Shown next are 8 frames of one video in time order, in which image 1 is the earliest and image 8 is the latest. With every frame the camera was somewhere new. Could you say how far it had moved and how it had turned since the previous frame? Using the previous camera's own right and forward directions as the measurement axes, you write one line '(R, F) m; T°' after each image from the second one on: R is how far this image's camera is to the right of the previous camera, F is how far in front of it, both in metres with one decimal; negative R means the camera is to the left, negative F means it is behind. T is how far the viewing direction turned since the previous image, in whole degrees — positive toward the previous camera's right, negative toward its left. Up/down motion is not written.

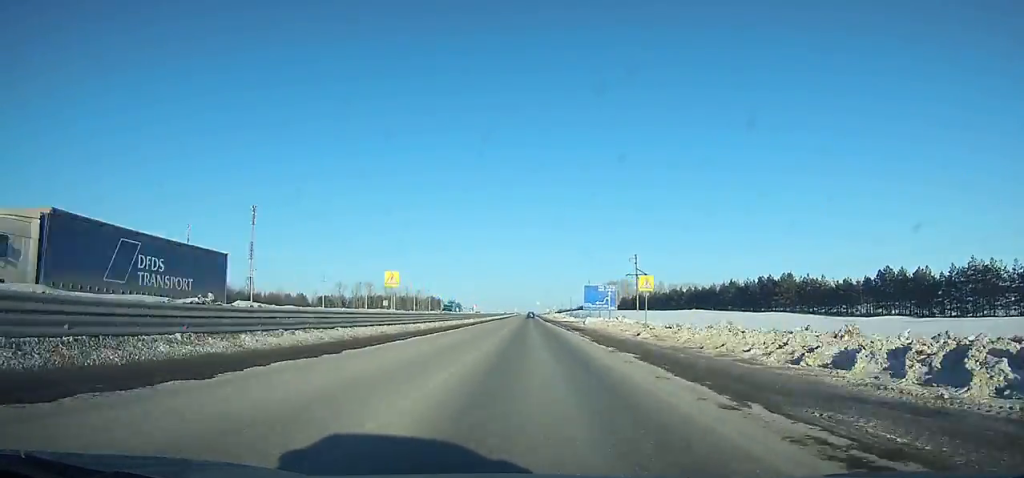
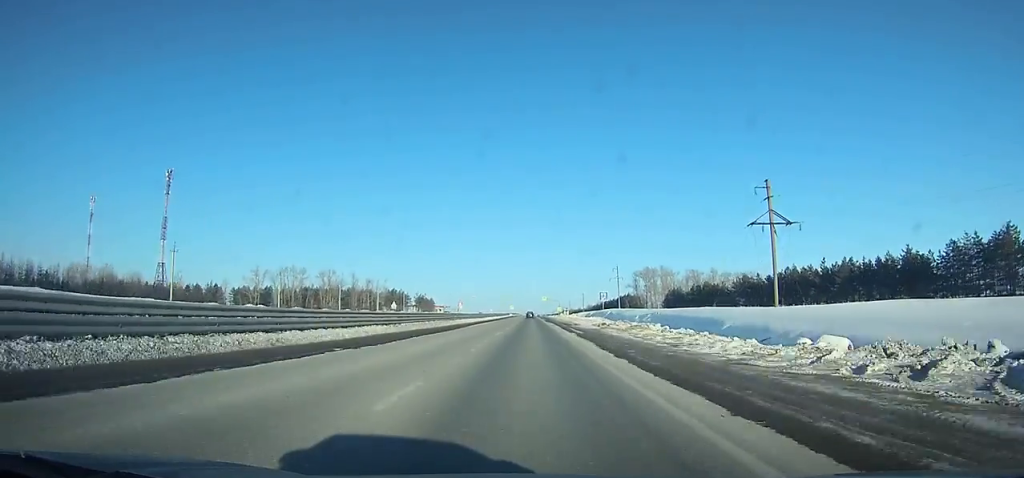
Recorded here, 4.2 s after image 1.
(-0.3, +109.0) m; 0°
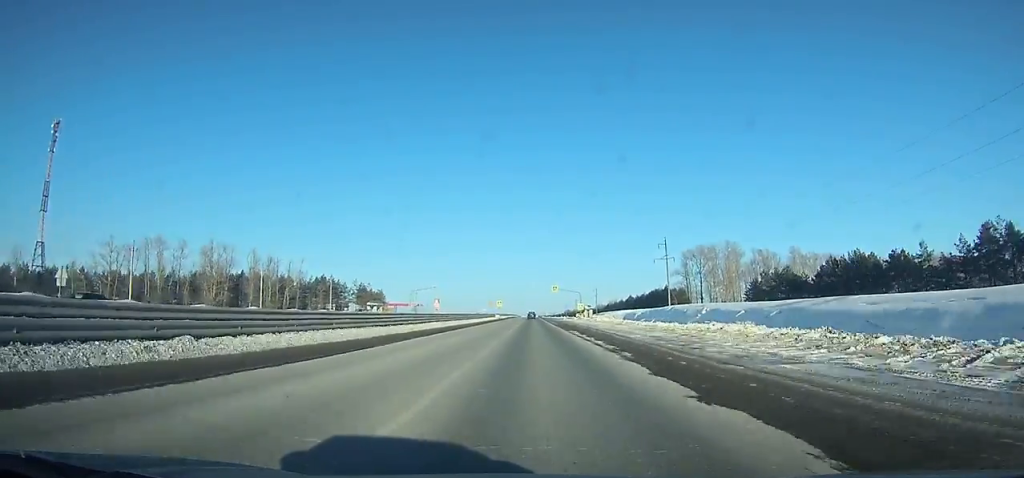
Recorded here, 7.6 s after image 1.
(0.0, +89.4) m; 0°
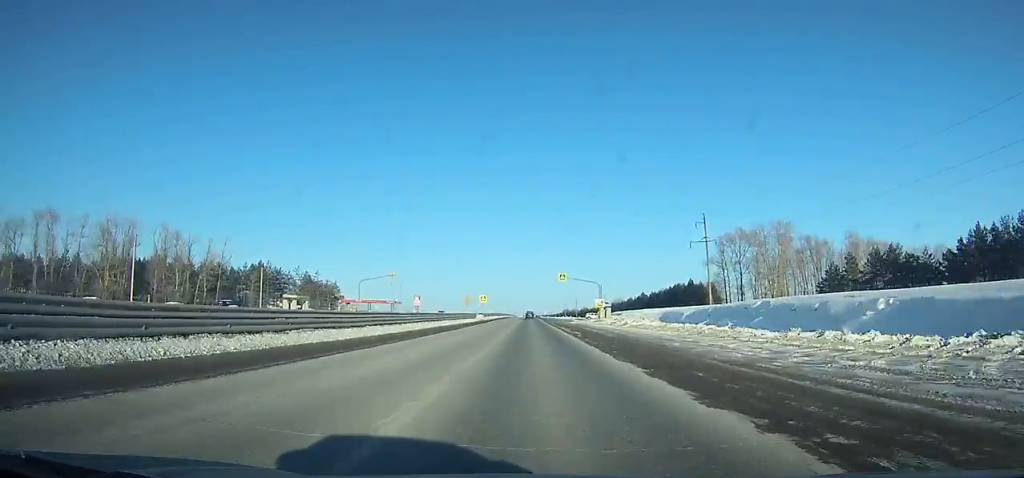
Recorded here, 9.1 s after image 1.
(0.0, +39.7) m; 0°
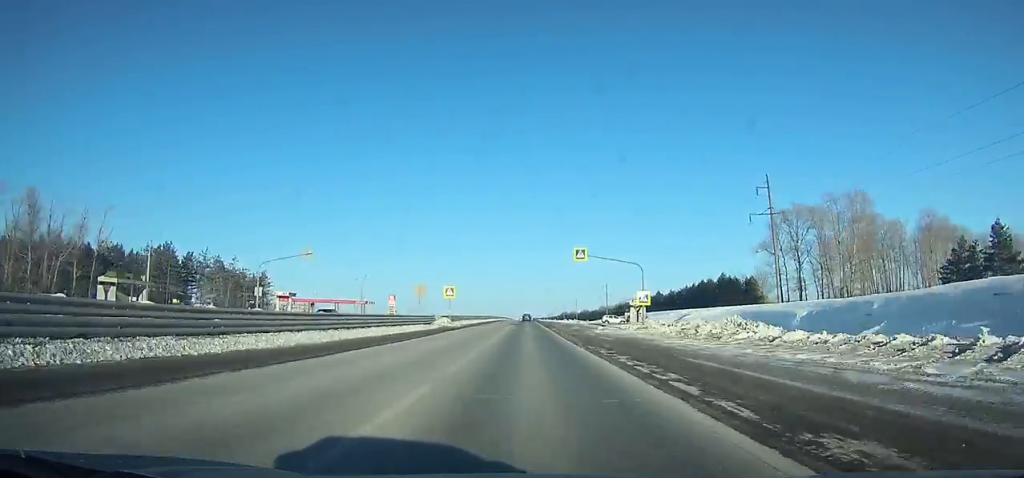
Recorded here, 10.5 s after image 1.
(0.0, +37.0) m; 0°
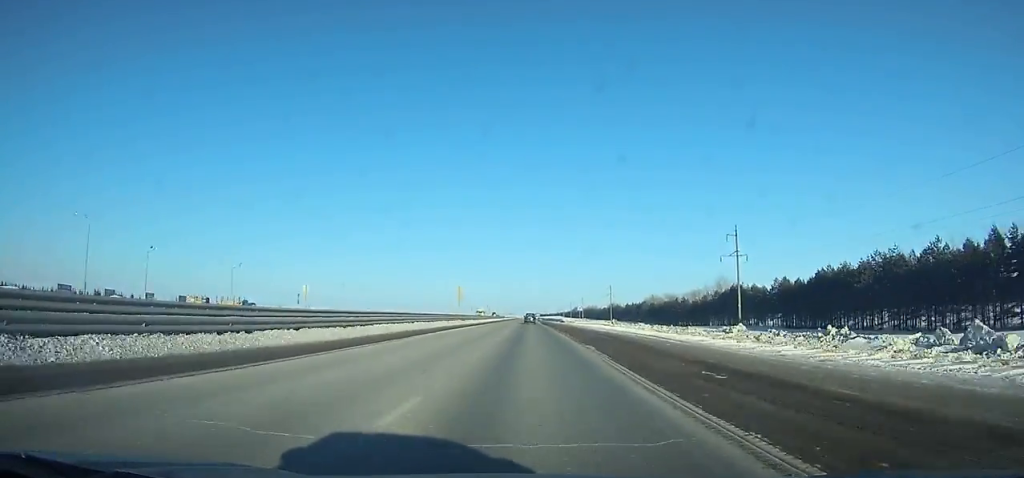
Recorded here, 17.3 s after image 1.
(+0.6, +179.3) m; 0°
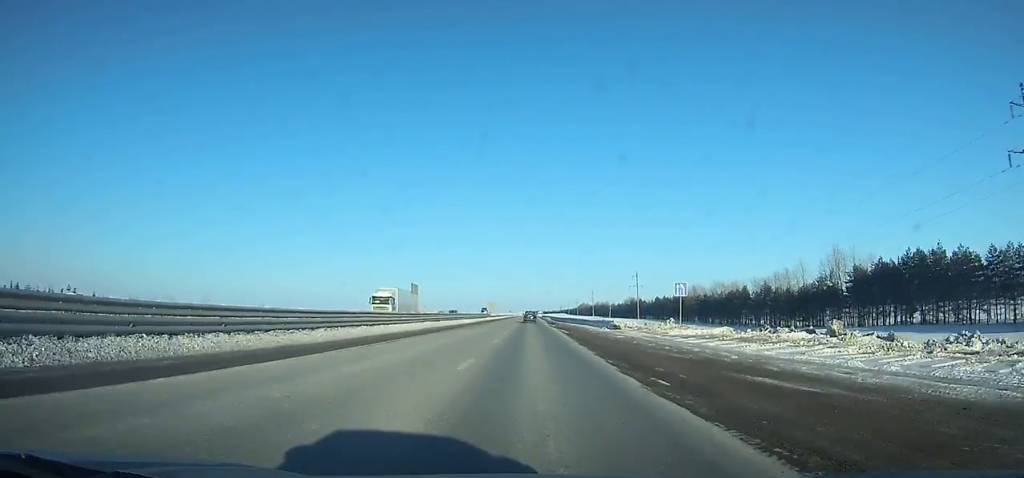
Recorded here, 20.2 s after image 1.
(-0.1, +75.6) m; 0°
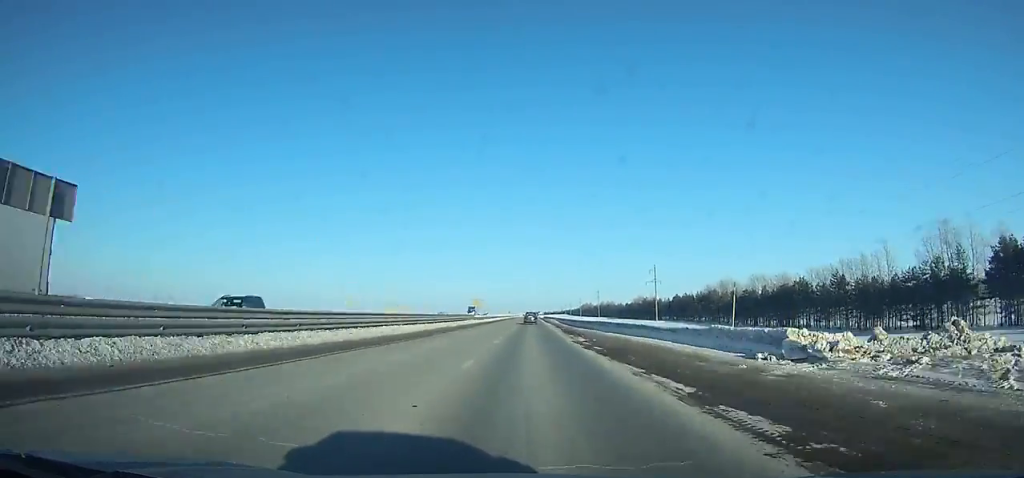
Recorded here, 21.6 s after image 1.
(-0.1, +36.3) m; 0°
